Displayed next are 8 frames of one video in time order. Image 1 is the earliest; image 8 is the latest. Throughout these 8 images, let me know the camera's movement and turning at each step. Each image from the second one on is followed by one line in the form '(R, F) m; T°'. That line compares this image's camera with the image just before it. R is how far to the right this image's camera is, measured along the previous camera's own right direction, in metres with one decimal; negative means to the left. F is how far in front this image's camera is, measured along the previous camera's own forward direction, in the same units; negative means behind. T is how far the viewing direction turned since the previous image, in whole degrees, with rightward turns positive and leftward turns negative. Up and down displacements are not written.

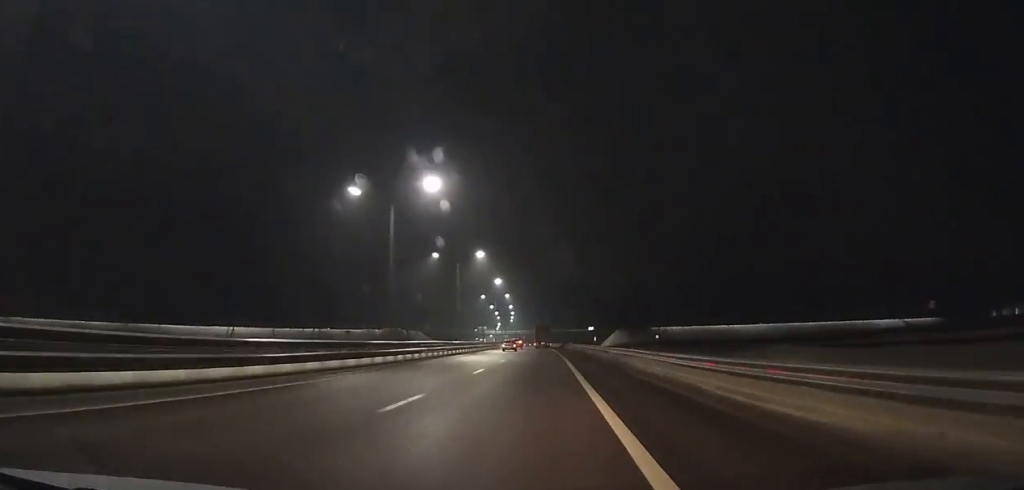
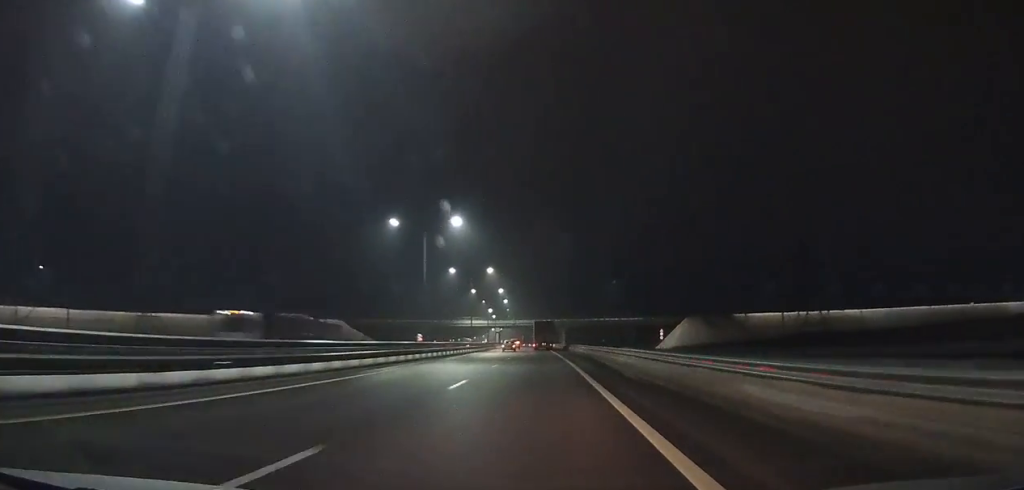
(-2.5, +115.3) m; -2°
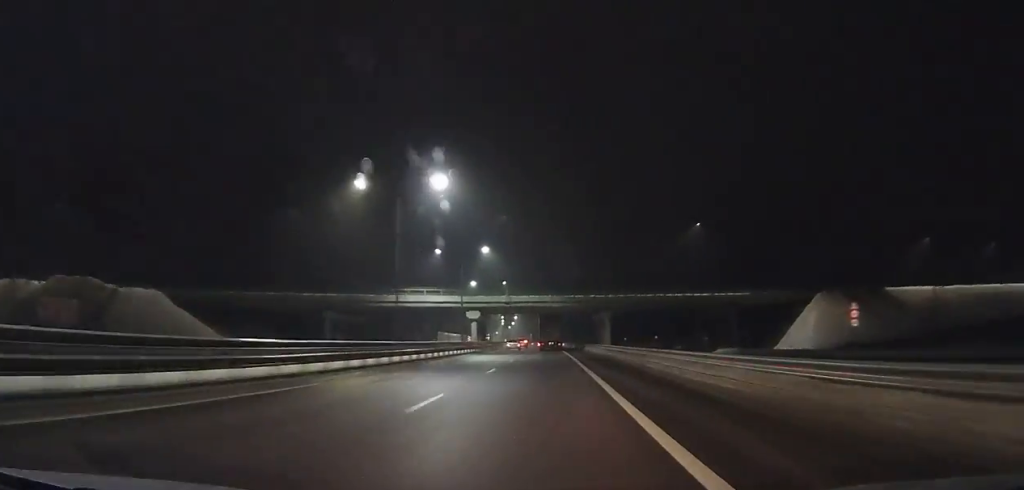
(-1.1, +77.8) m; -2°
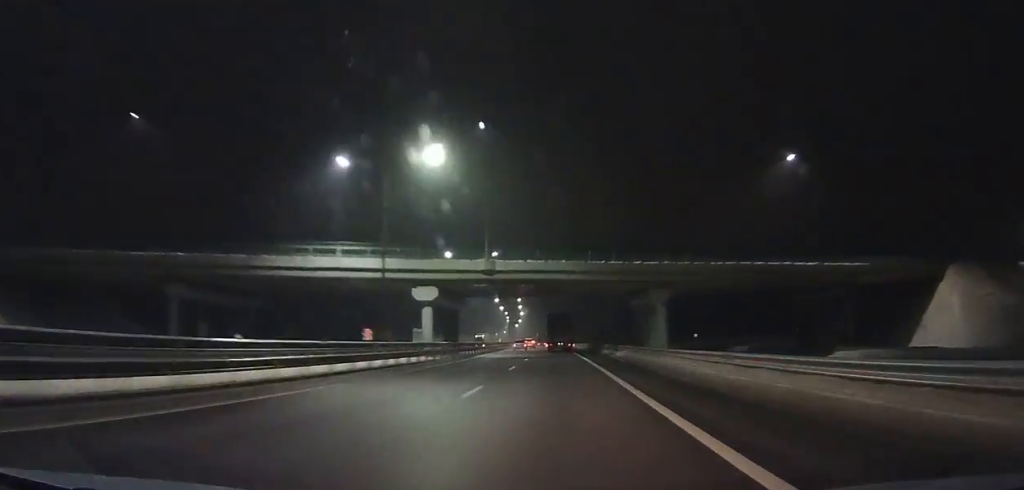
(0.0, +33.6) m; -1°
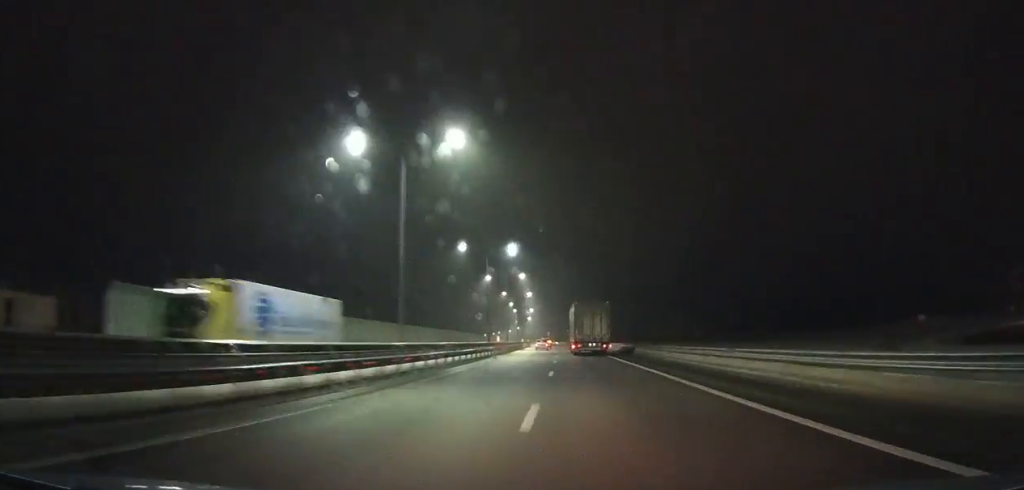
(-1.5, +76.6) m; -1°
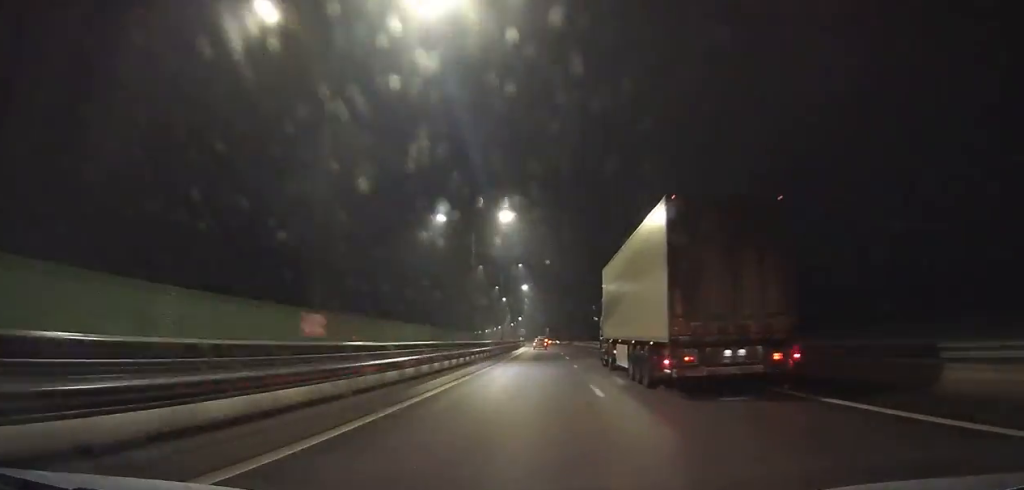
(-2.1, +139.0) m; -2°
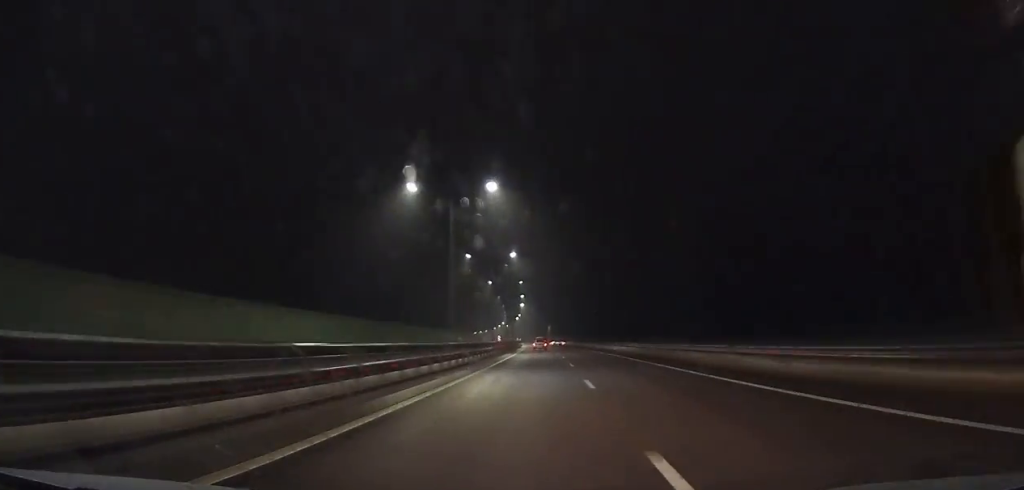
(-1.7, +106.5) m; -2°
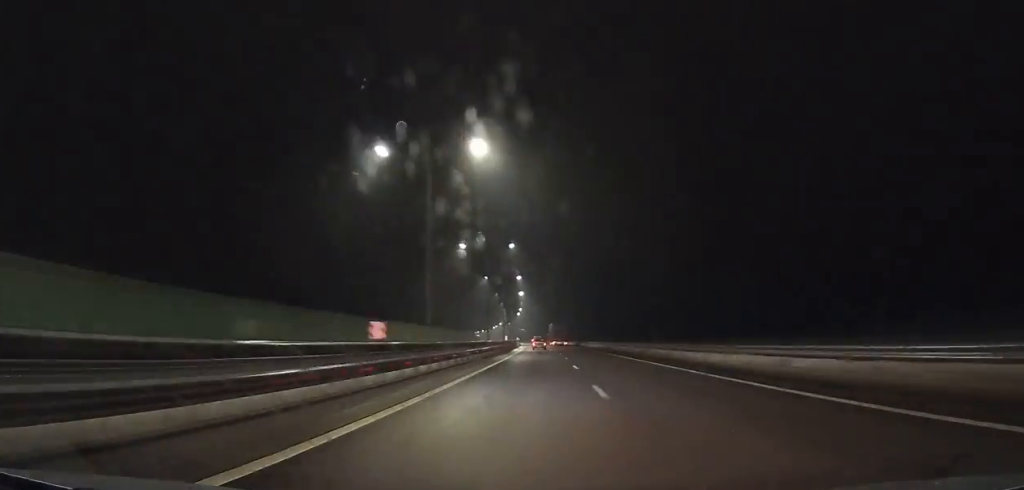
(+0.1, +38.8) m; -1°
